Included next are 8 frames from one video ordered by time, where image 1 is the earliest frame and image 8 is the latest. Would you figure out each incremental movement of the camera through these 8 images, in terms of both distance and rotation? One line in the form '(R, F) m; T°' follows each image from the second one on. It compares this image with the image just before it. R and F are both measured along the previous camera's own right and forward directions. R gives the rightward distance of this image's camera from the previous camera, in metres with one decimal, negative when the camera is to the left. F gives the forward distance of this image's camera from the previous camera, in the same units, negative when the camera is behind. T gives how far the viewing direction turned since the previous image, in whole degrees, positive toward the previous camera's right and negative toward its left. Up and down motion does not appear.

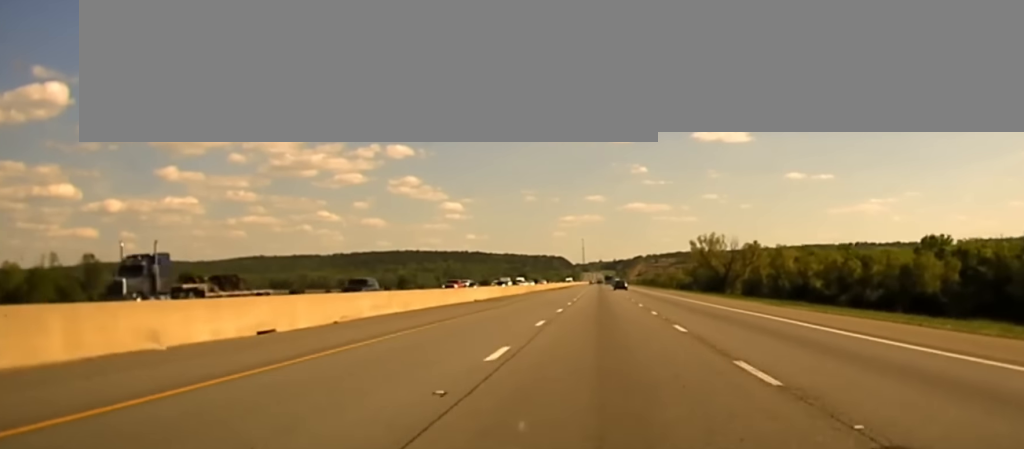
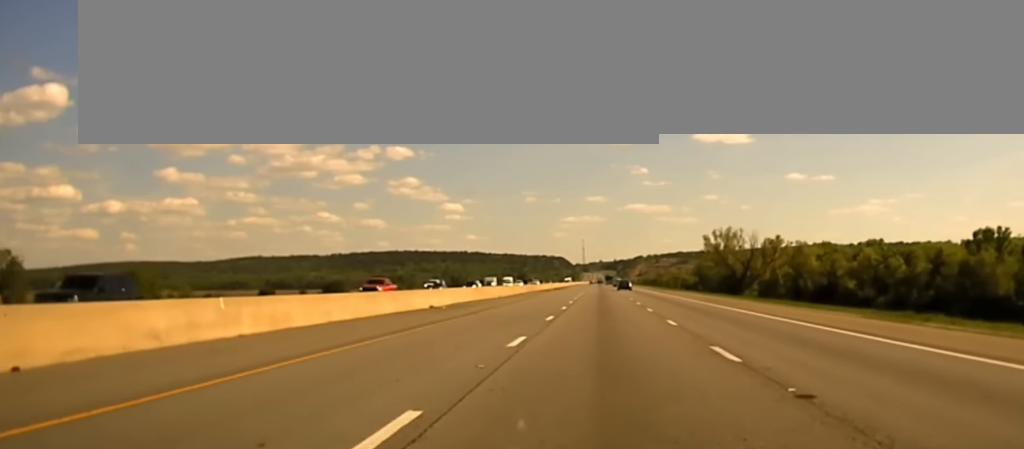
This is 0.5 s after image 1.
(0.0, +21.6) m; 0°
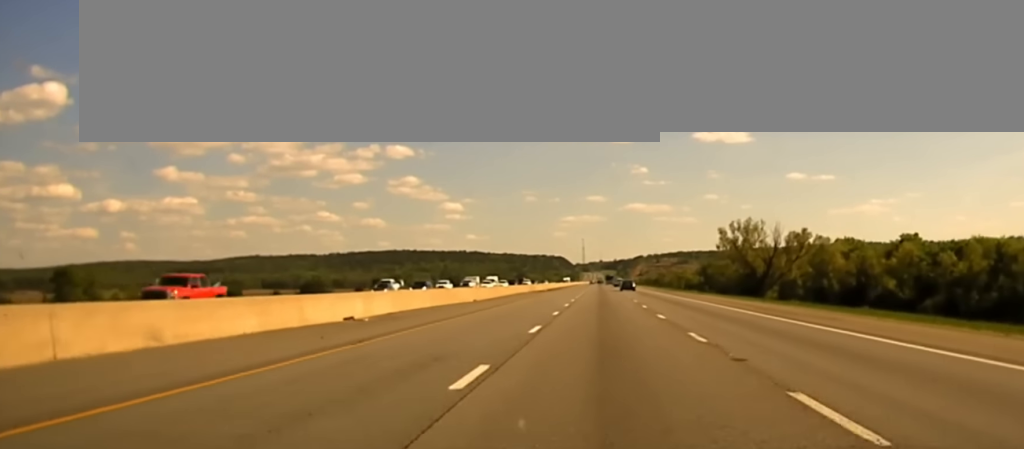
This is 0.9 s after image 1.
(0.0, +20.1) m; 0°
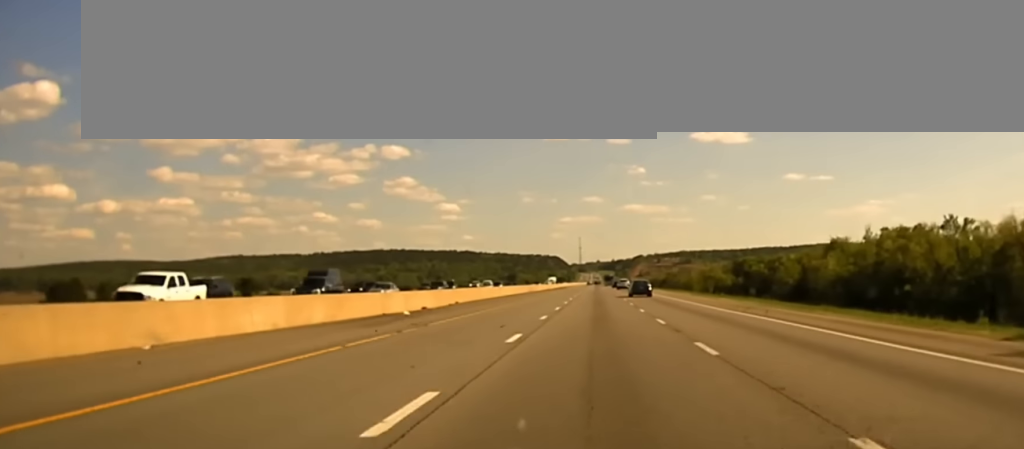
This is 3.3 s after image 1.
(+0.6, +117.7) m; 0°
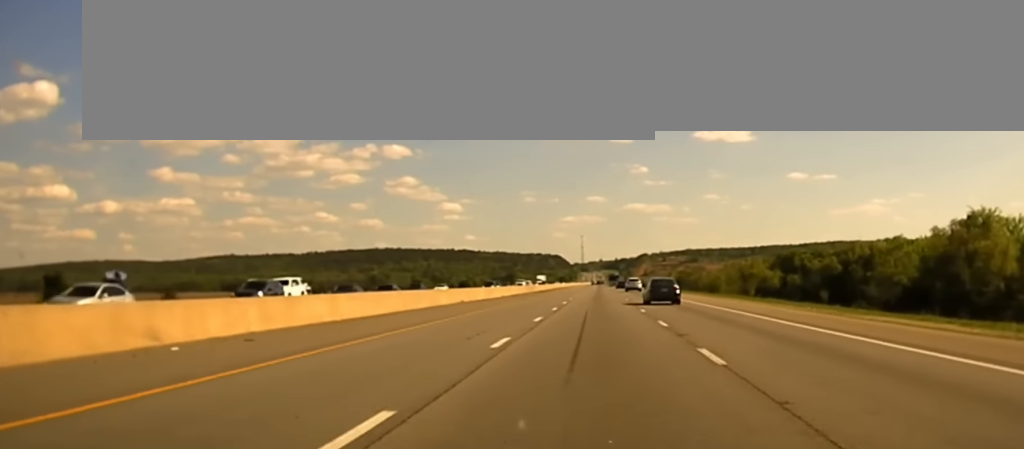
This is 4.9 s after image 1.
(-0.5, +81.8) m; -1°
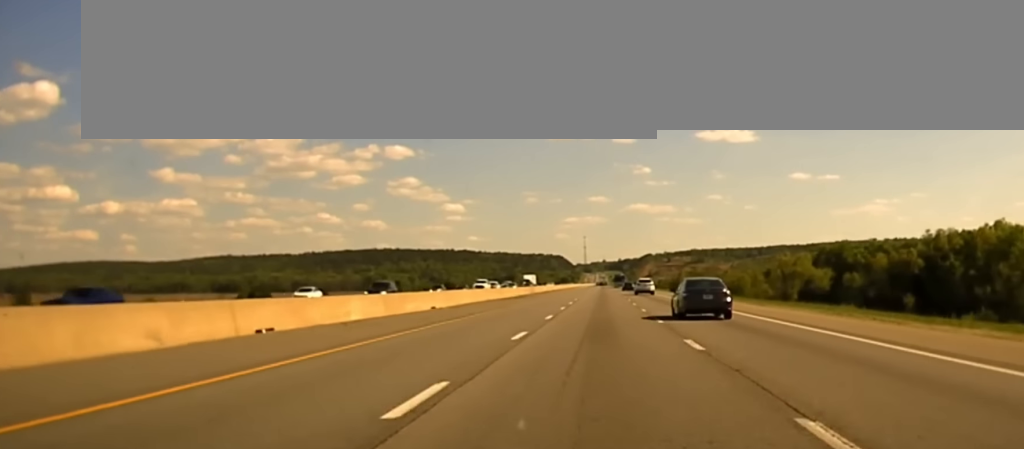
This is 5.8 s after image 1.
(-0.1, +50.0) m; 0°
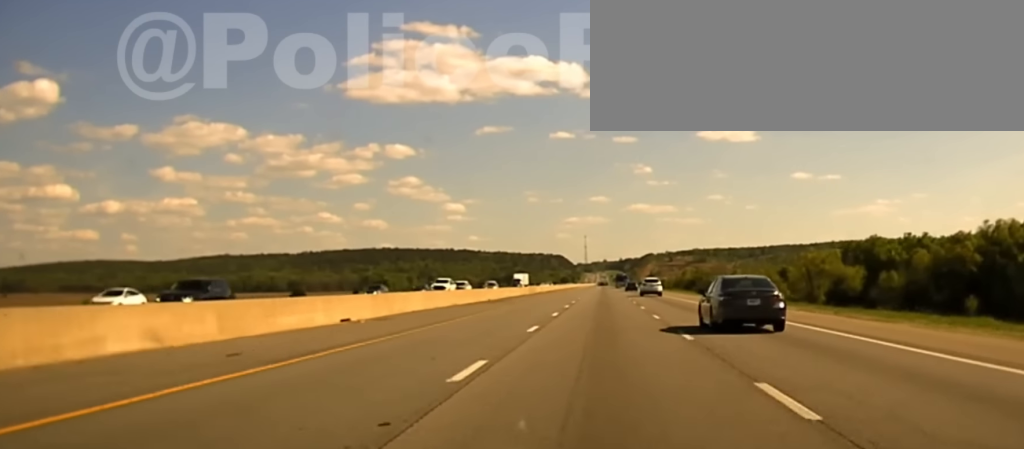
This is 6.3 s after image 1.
(0.0, +20.8) m; 0°
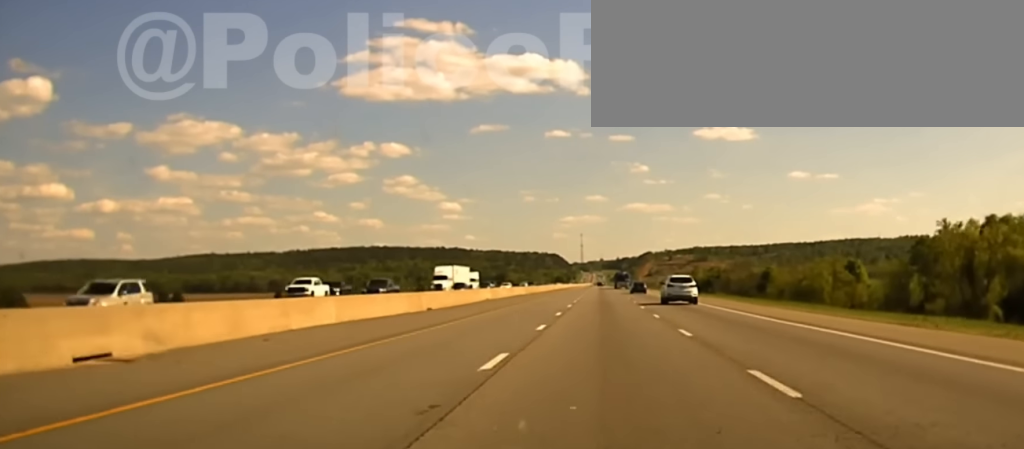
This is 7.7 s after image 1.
(-0.1, +67.7) m; 0°
